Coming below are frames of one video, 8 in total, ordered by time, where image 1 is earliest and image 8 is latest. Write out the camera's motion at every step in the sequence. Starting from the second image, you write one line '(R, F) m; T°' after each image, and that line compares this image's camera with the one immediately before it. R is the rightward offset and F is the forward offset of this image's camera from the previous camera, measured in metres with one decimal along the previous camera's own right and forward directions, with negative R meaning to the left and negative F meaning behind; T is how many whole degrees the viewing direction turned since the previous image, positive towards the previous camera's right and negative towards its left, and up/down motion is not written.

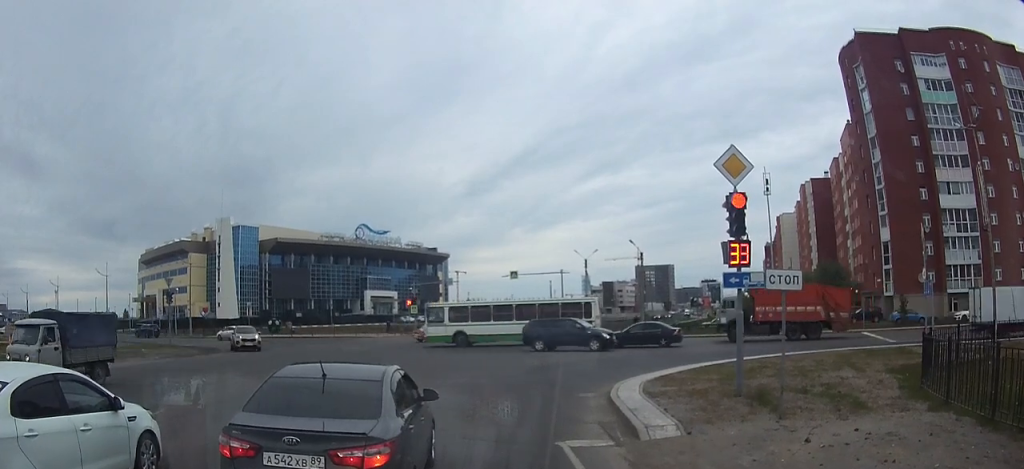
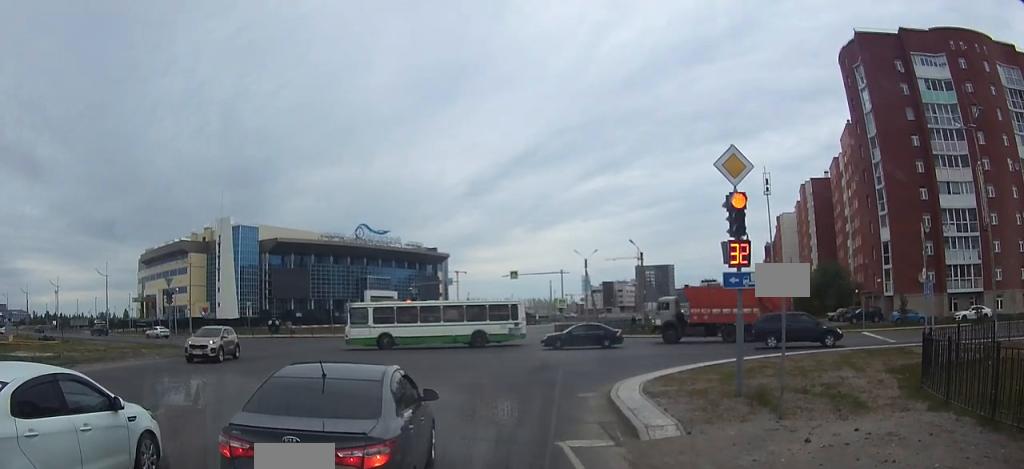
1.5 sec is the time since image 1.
(0.0, 0.0) m; 0°
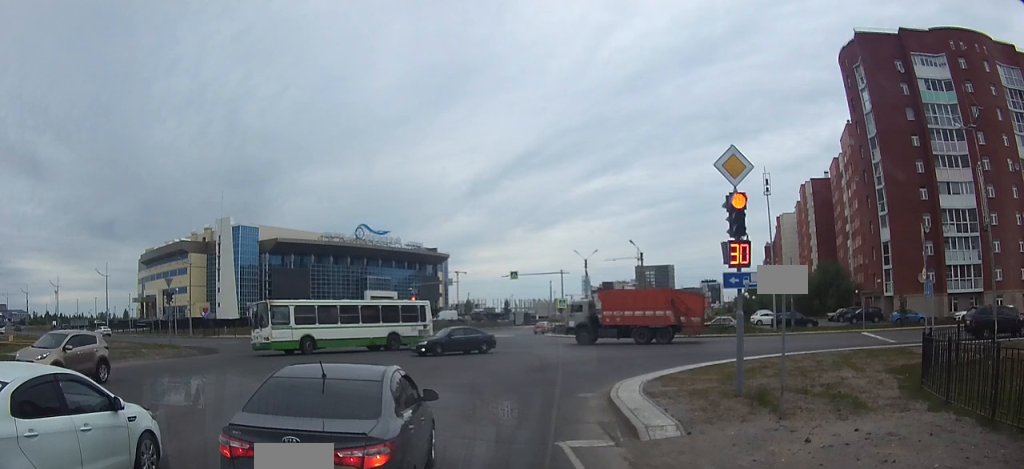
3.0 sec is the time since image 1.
(0.0, 0.0) m; 0°
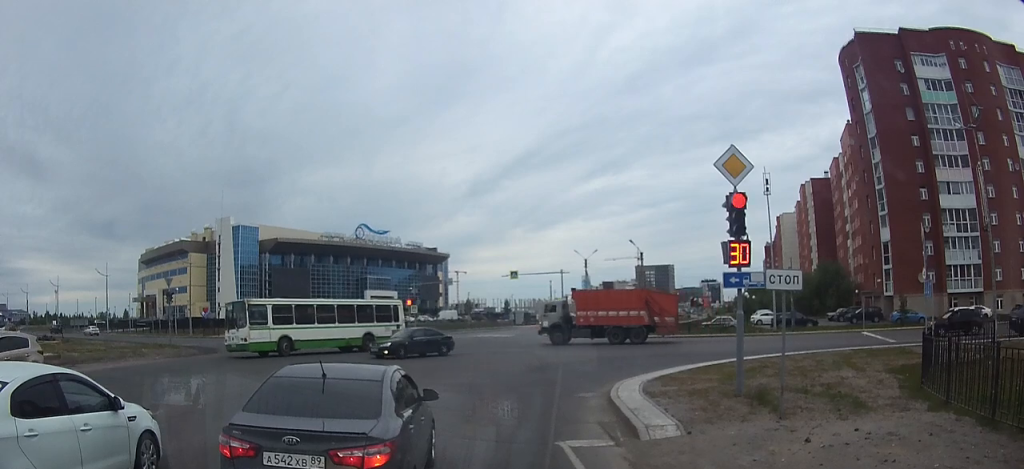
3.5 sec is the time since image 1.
(0.0, 0.0) m; 0°
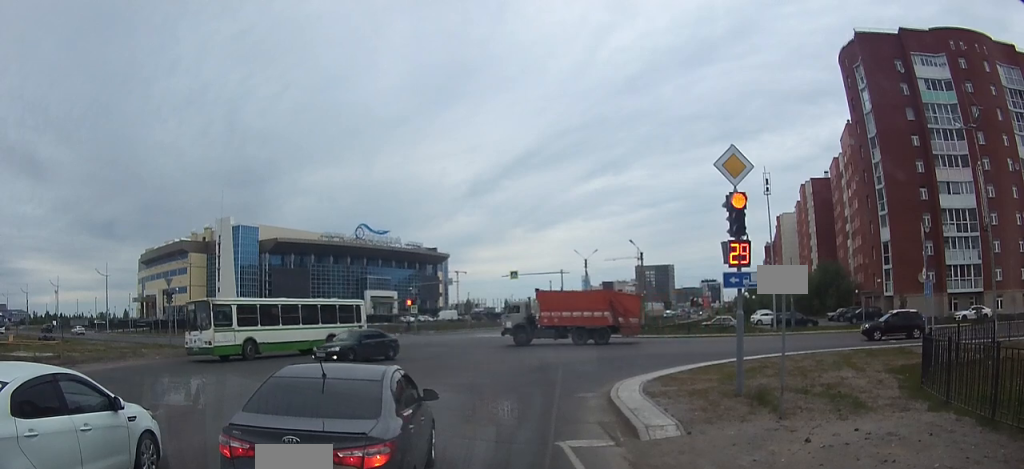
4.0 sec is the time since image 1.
(0.0, 0.0) m; 0°
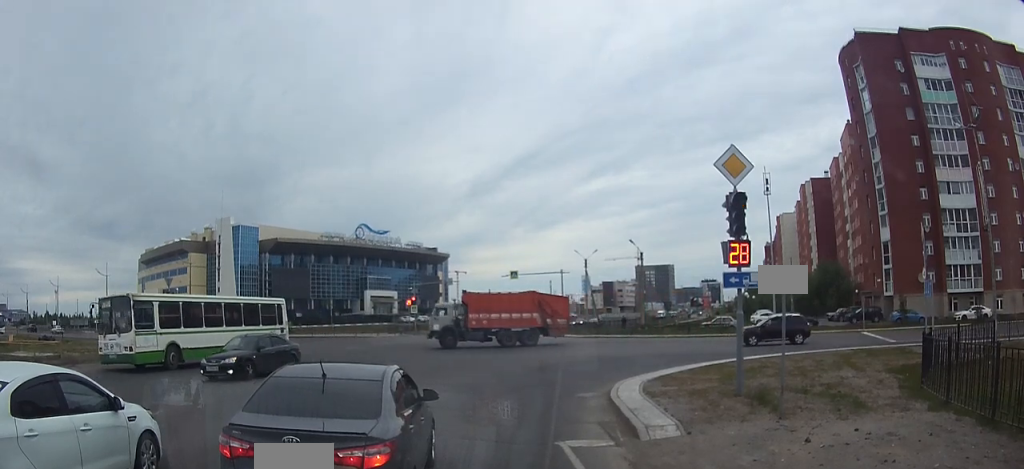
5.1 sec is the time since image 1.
(0.0, 0.0) m; 0°
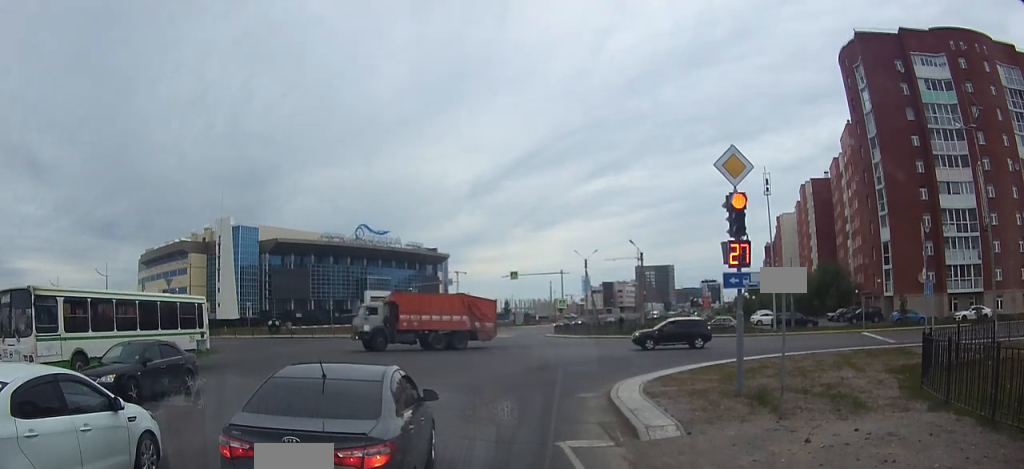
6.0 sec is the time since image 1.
(0.0, 0.0) m; 0°
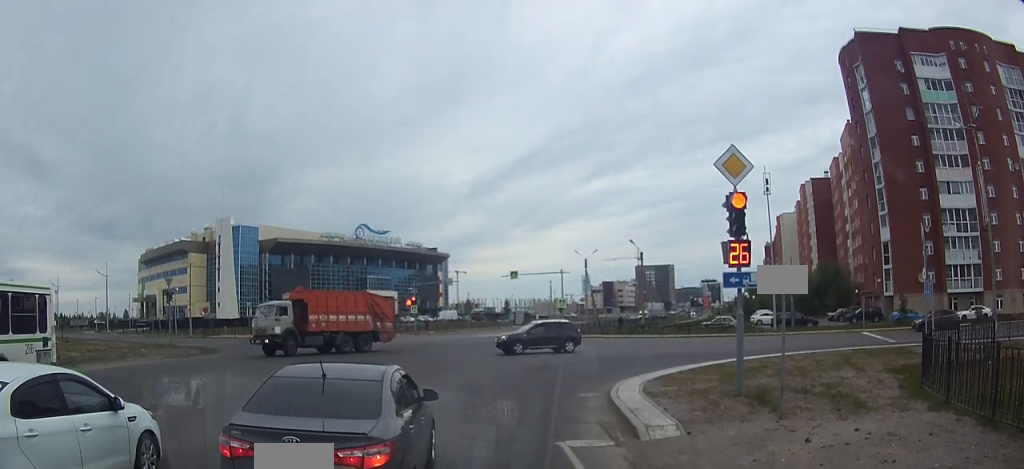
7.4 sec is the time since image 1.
(0.0, +0.1) m; 0°
